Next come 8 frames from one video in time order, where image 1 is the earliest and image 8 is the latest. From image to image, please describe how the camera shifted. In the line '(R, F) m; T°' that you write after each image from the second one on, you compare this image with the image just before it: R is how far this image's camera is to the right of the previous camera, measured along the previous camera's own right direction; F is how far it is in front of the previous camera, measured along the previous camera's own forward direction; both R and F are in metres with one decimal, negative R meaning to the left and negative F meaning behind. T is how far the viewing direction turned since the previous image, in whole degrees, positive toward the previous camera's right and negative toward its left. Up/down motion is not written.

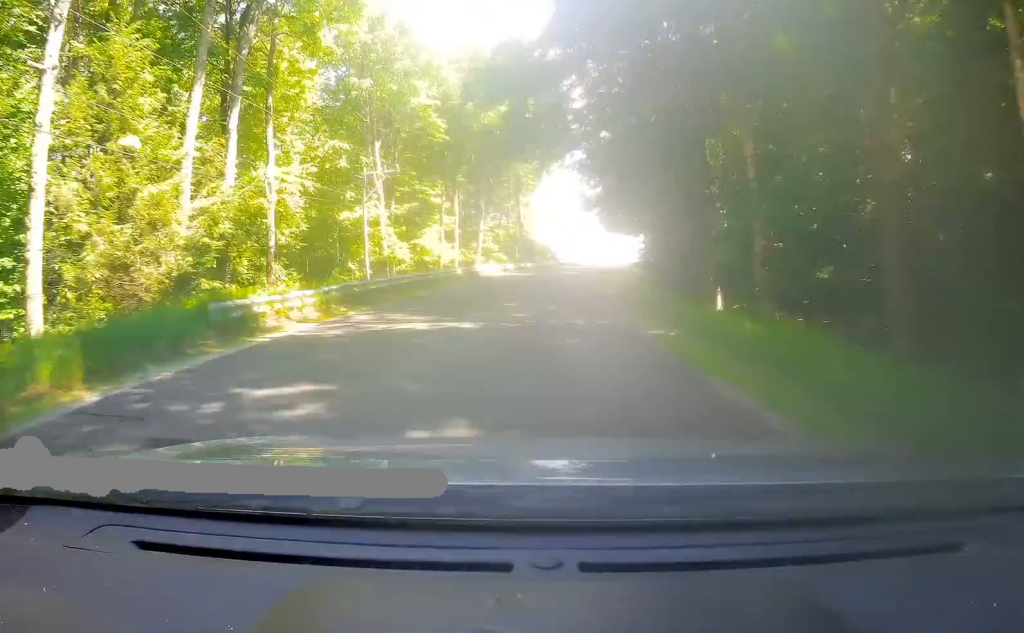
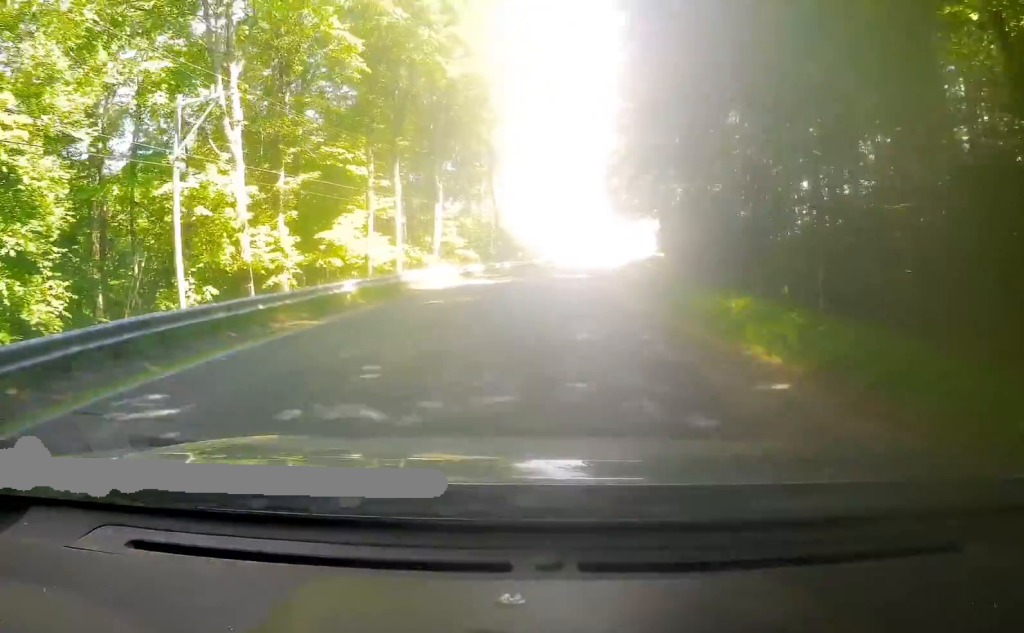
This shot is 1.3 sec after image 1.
(+0.1, +23.0) m; +2°
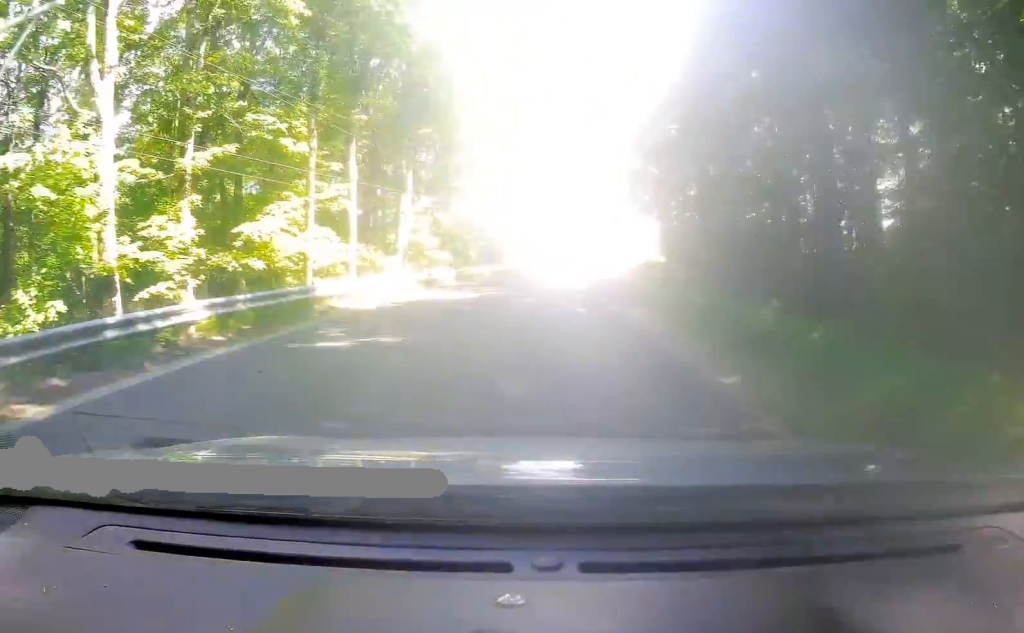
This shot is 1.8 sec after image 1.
(+0.2, +9.1) m; +1°
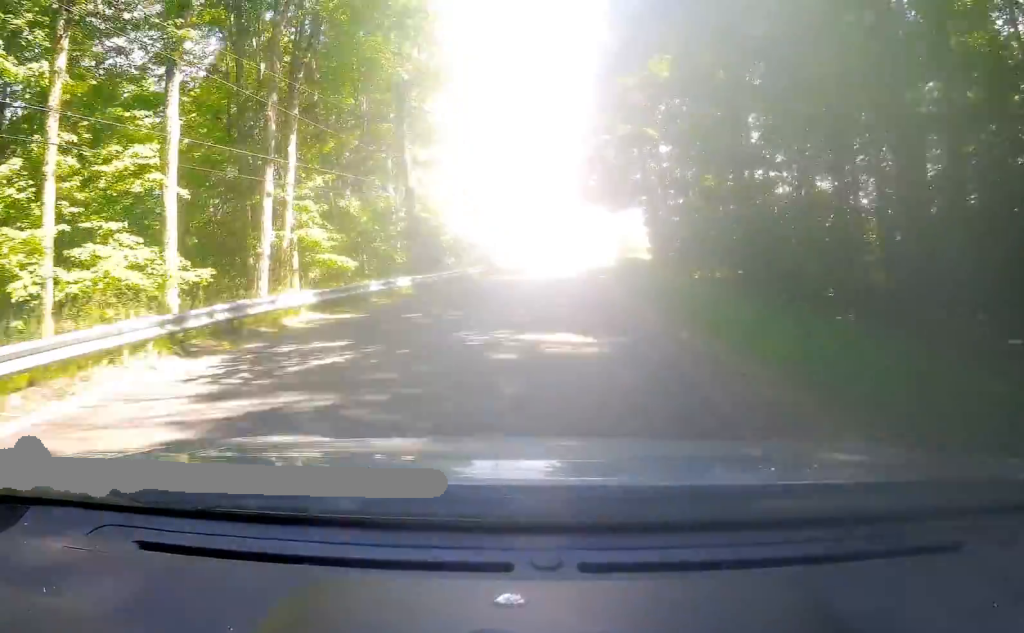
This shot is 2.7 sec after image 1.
(+0.4, +17.1) m; +3°
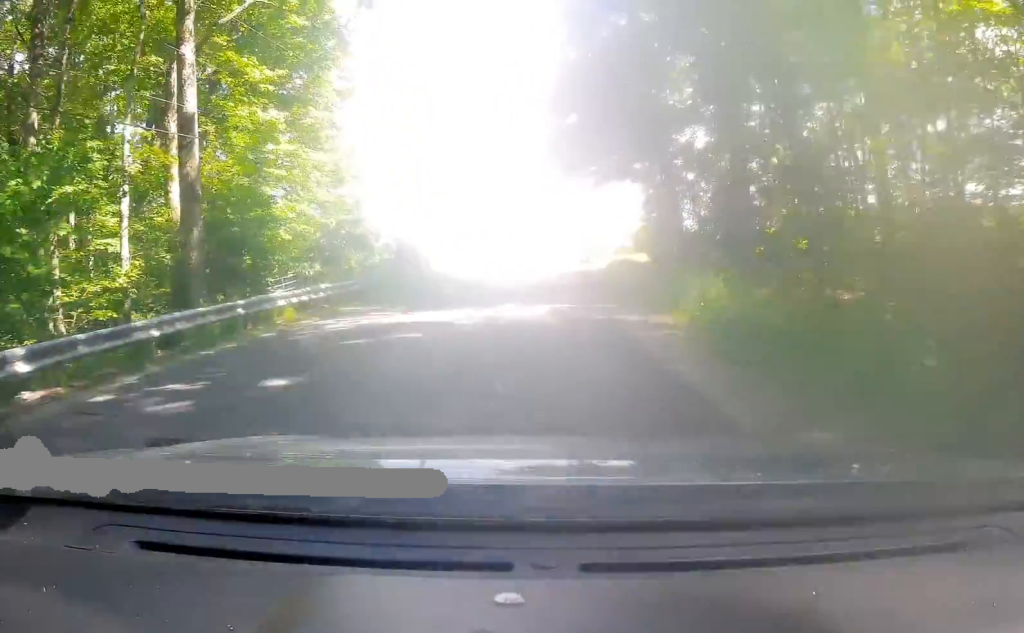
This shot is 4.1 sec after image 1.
(+0.6, +25.5) m; +3°
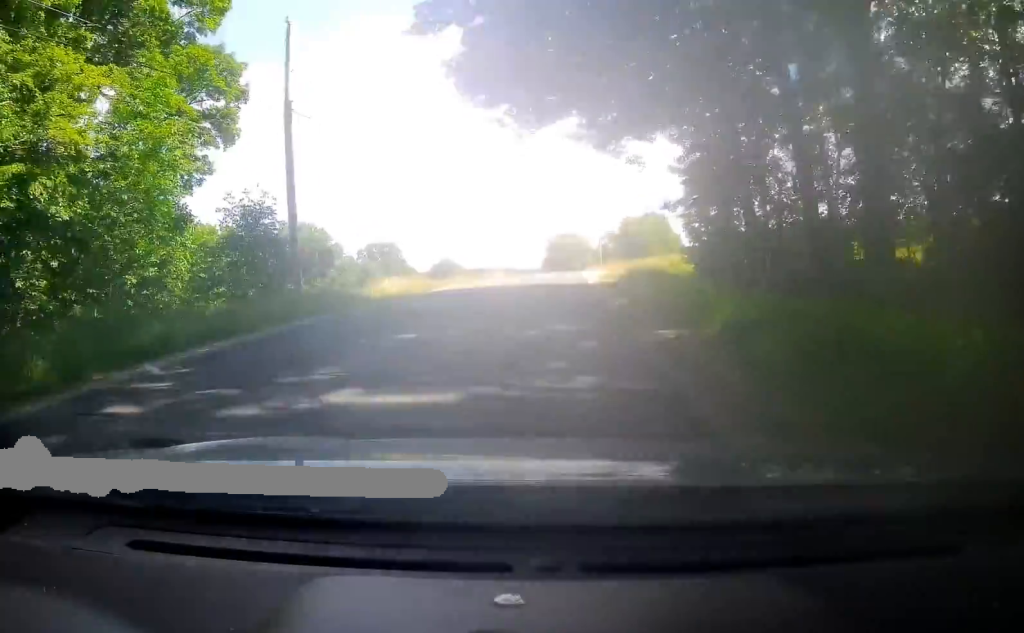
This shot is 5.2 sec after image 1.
(+0.3, +20.9) m; +3°
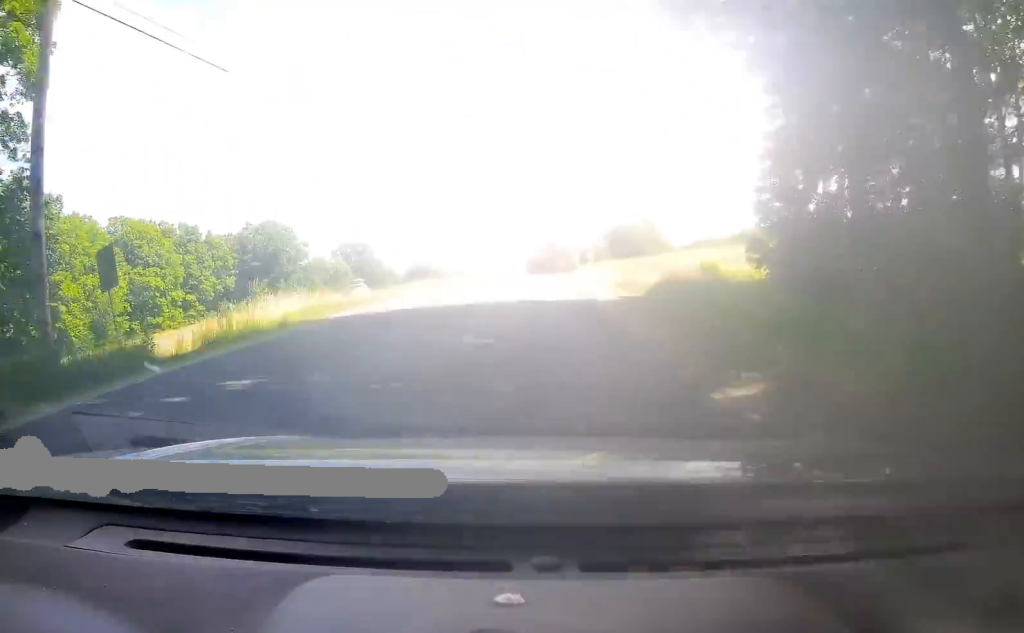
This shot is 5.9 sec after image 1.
(+0.4, +12.8) m; 0°
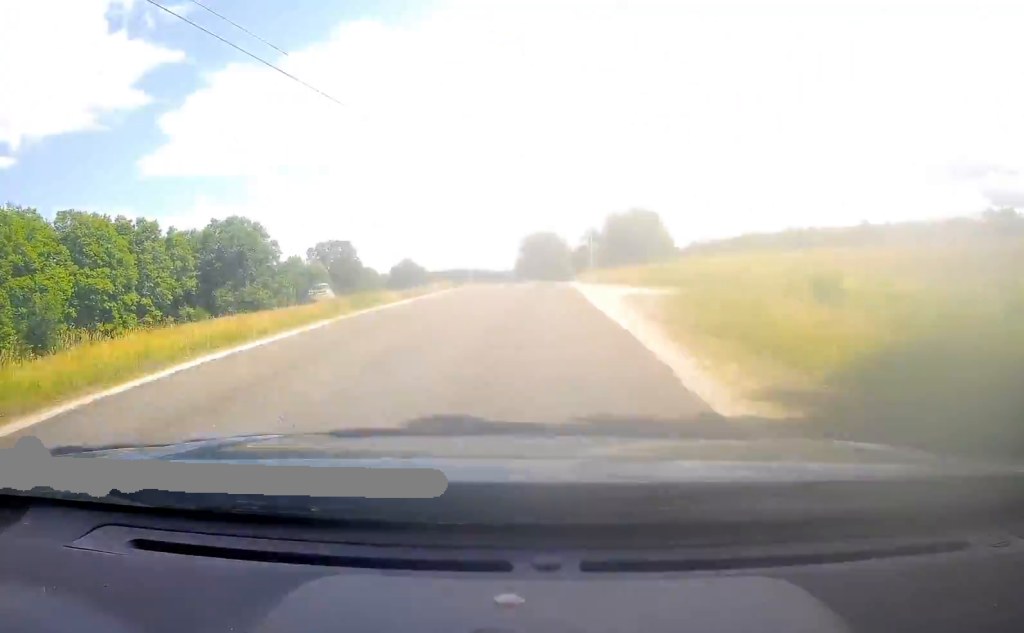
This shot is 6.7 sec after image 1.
(0.0, +13.3) m; -1°
